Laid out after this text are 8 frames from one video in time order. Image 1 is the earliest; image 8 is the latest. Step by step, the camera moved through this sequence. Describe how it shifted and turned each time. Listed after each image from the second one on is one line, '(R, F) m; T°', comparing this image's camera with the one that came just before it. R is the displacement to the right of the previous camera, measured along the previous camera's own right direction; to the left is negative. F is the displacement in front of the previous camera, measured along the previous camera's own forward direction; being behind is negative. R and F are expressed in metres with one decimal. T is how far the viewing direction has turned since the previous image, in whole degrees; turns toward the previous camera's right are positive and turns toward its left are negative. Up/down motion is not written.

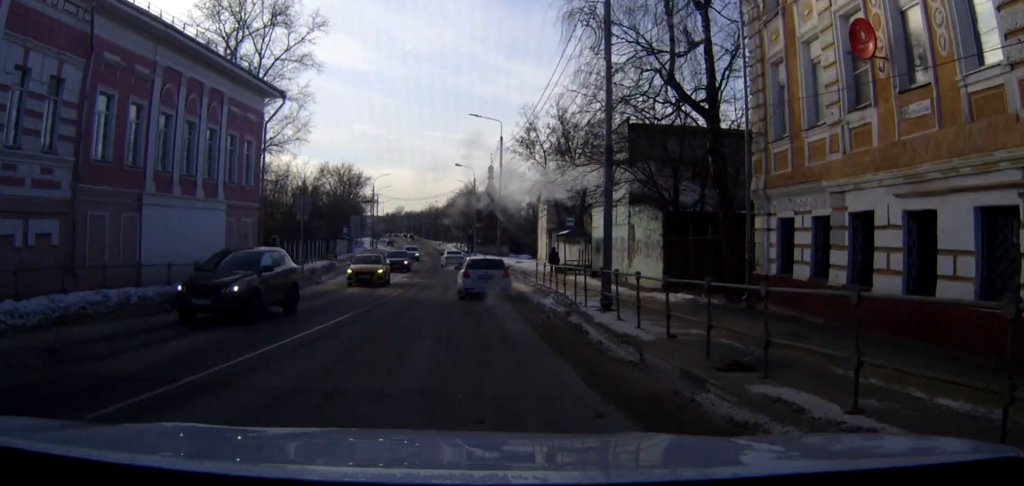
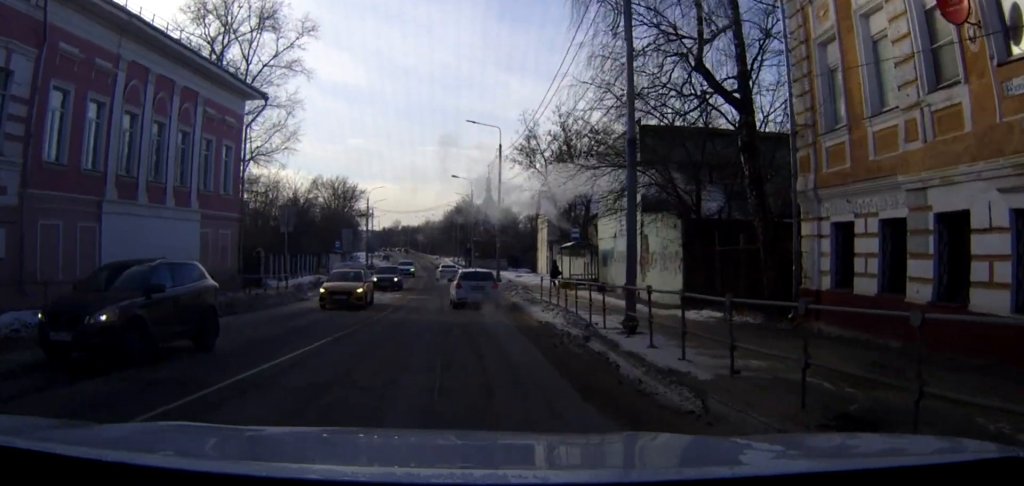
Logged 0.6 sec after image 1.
(+0.1, +3.3) m; +1°
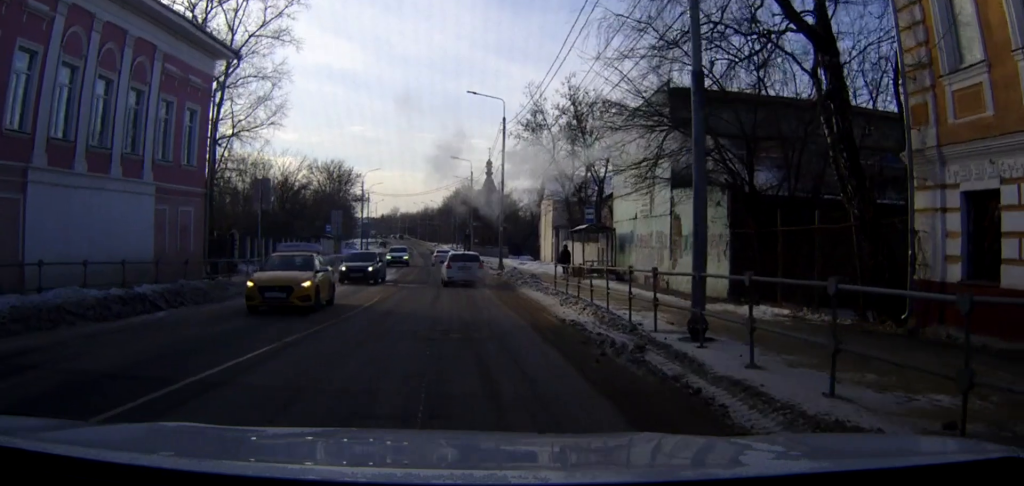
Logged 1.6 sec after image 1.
(0.0, +4.7) m; 0°
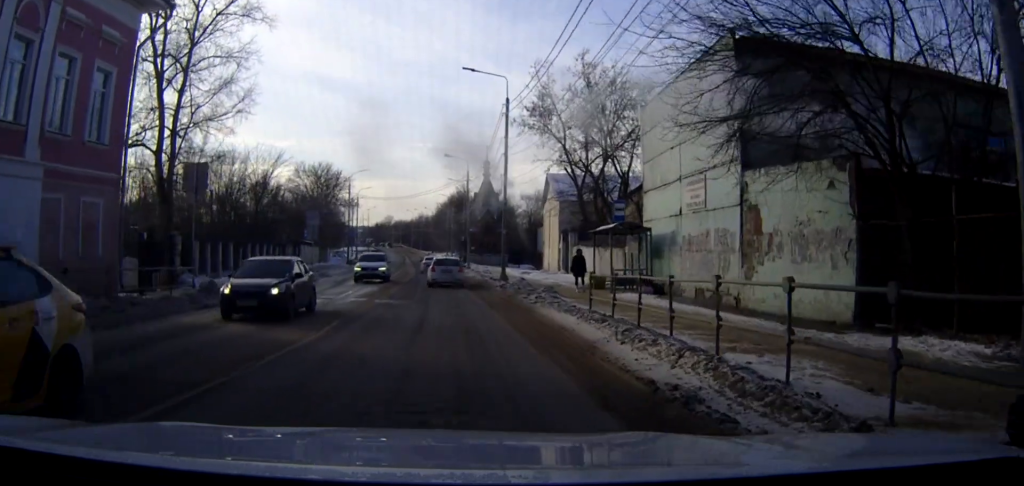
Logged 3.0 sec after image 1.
(+0.1, +6.8) m; +1°
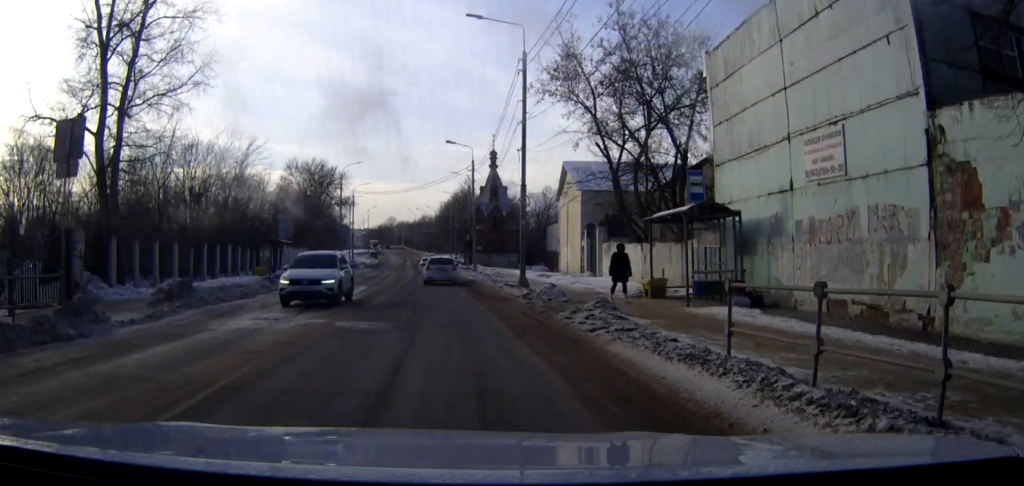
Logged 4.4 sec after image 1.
(-0.1, +7.3) m; -2°
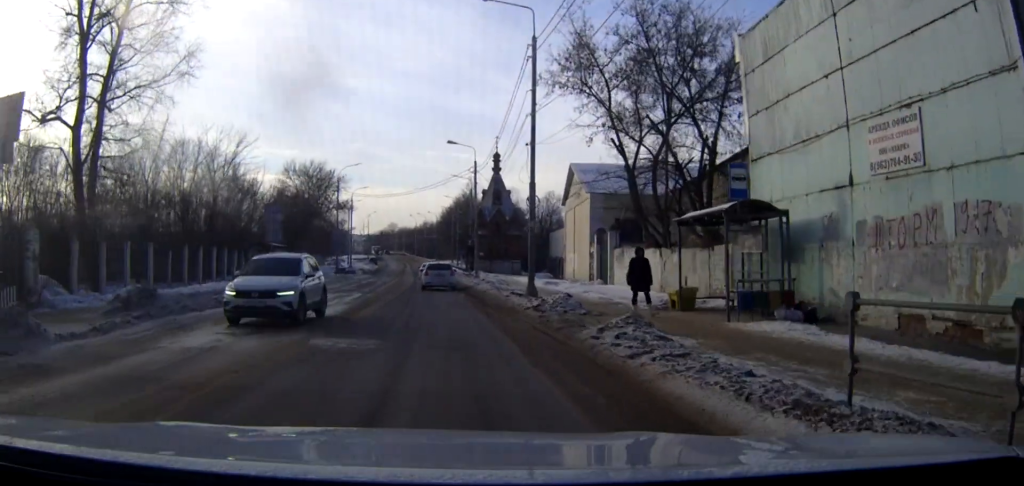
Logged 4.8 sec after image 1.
(-0.1, +2.3) m; 0°
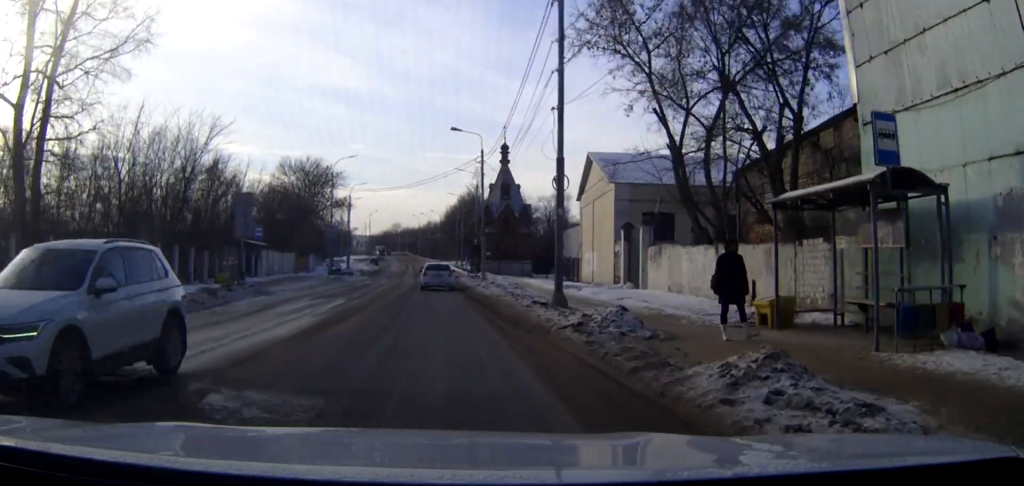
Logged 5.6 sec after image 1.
(0.0, +5.2) m; 0°
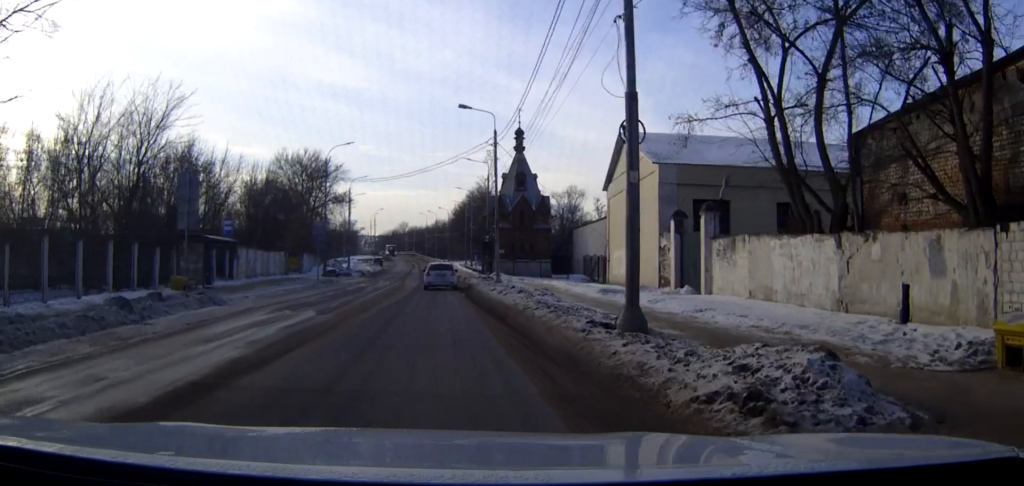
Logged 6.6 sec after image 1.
(+0.1, +7.2) m; 0°
